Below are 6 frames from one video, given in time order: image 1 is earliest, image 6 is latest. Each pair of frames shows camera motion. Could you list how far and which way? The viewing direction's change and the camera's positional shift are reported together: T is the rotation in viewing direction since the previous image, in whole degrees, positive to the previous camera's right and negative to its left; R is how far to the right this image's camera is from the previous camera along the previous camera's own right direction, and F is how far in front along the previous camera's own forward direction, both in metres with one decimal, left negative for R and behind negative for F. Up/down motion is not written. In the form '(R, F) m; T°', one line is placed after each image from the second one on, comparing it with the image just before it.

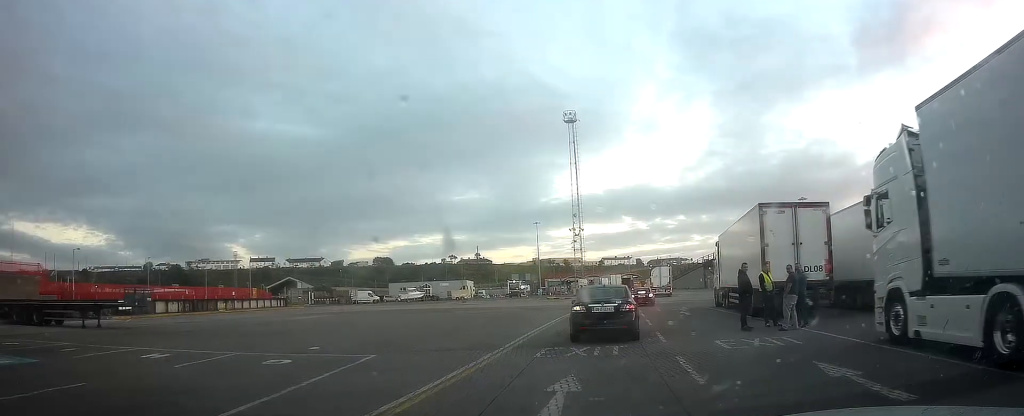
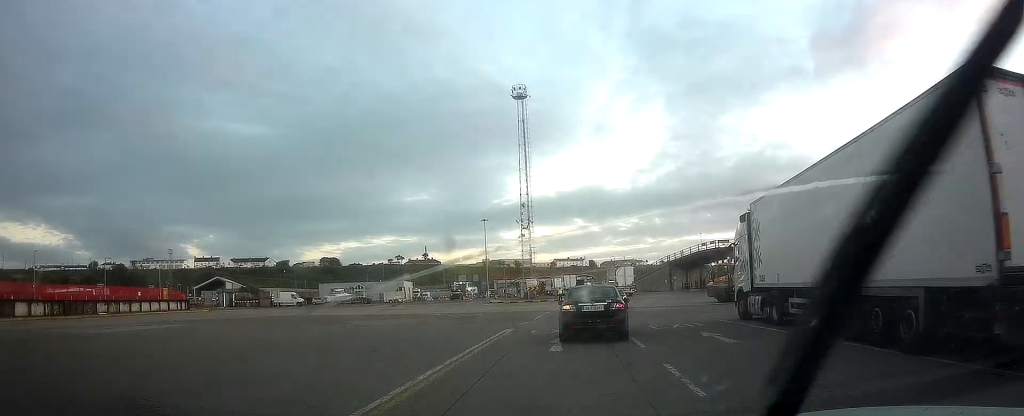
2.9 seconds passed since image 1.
(+1.5, +12.9) m; +6°
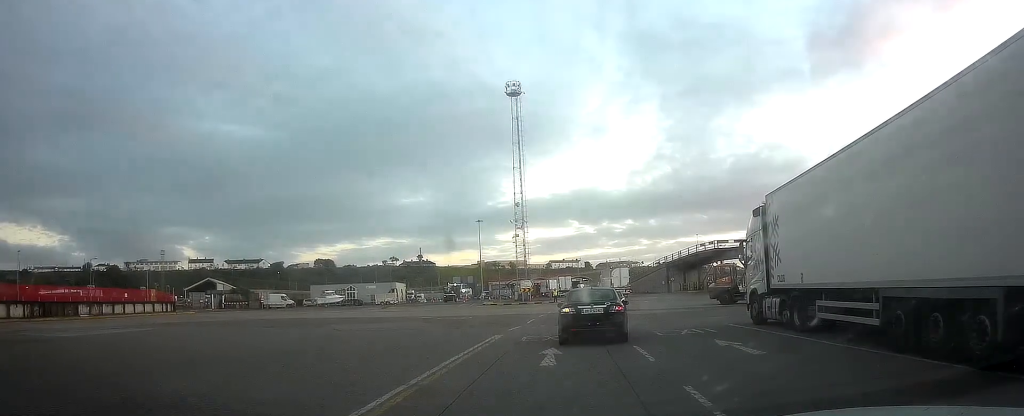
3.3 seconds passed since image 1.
(-0.1, +2.0) m; +1°
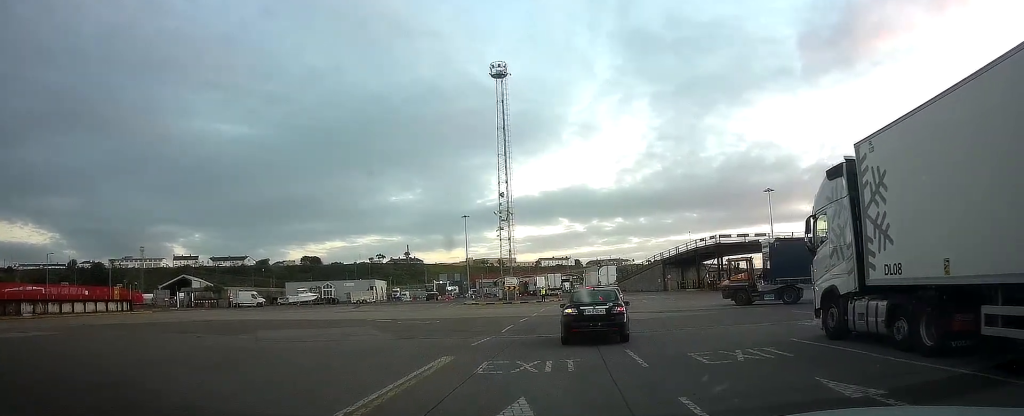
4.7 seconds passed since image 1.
(+0.3, +6.4) m; +1°
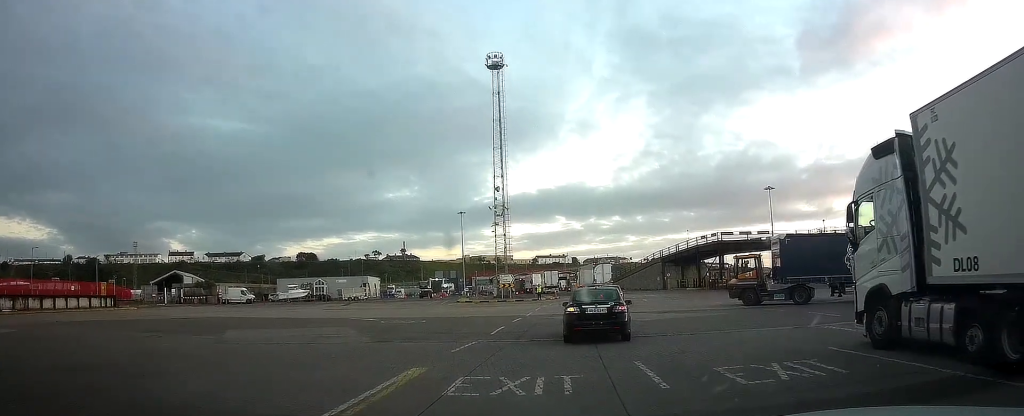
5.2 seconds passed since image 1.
(0.0, +2.4) m; -2°
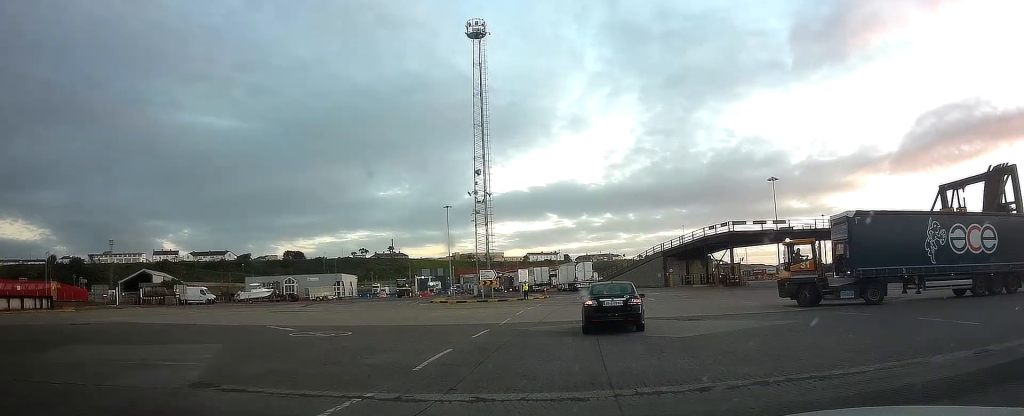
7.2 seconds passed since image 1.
(0.0, +9.7) m; +4°
